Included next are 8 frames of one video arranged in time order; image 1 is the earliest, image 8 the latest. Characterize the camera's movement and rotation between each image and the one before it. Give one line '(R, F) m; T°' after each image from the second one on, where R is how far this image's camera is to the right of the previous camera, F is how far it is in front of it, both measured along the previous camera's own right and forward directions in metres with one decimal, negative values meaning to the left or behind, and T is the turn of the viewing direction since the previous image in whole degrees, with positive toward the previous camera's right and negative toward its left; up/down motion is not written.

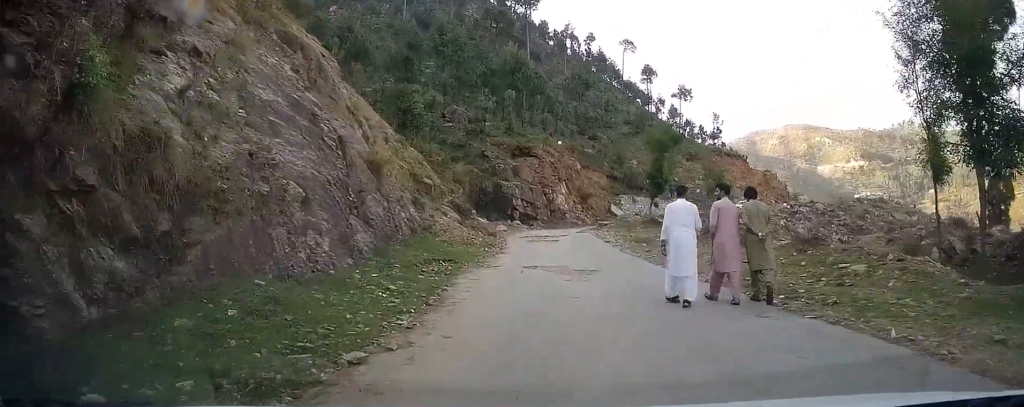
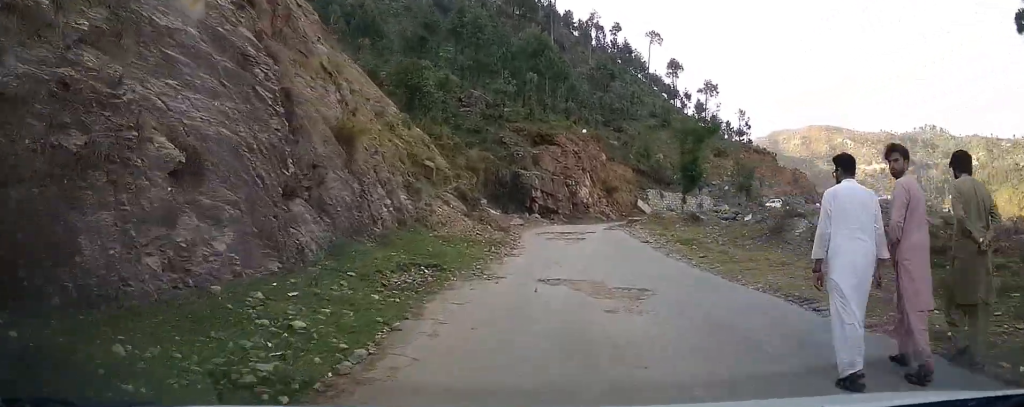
(0.0, +4.4) m; 0°
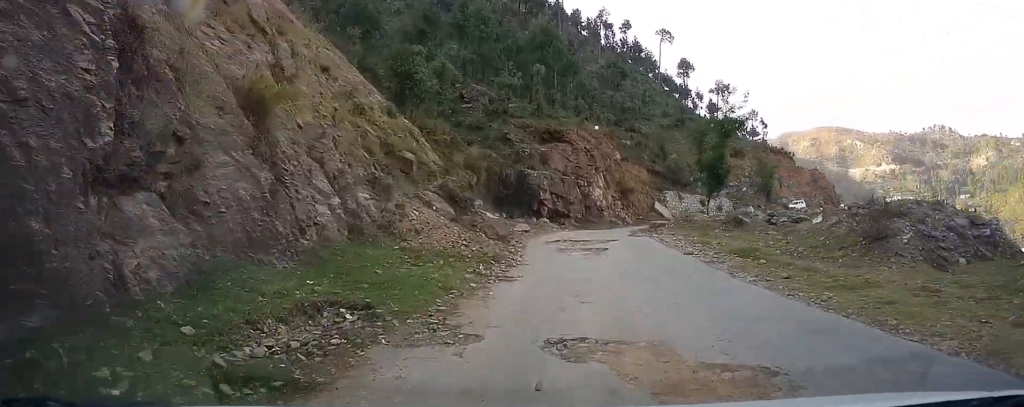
(0.0, +4.6) m; 0°
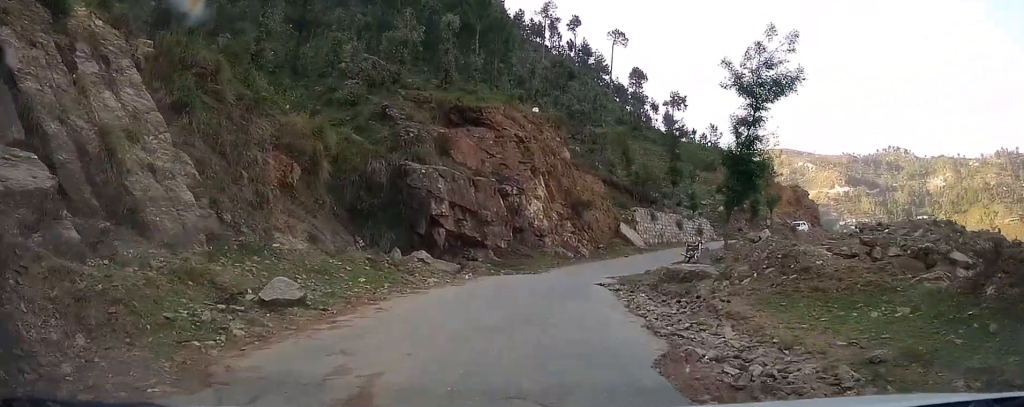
(+0.5, +17.6) m; +3°
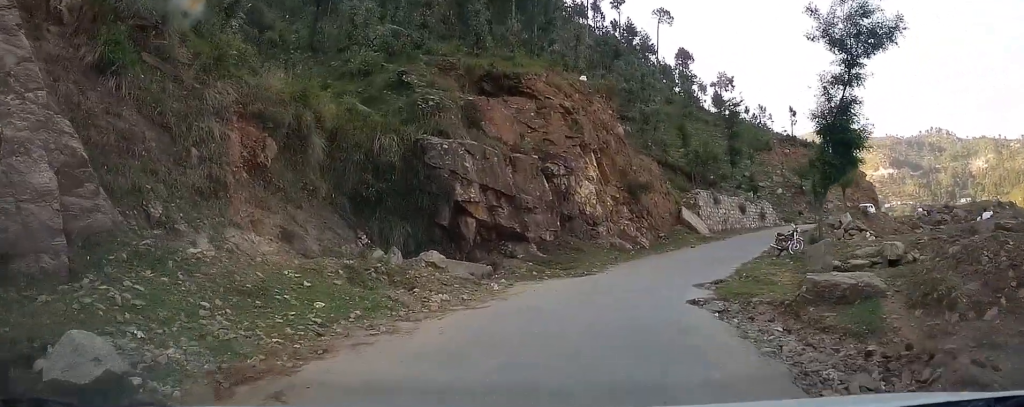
(-0.2, +4.6) m; -8°
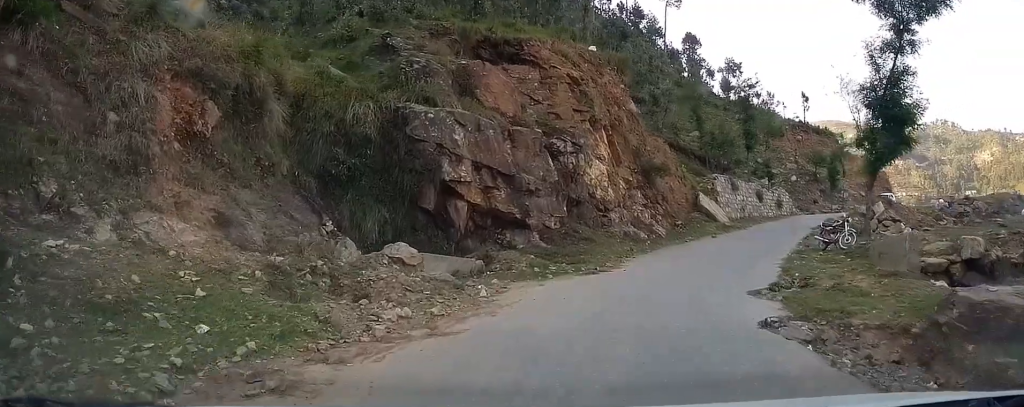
(-0.2, +3.3) m; +2°
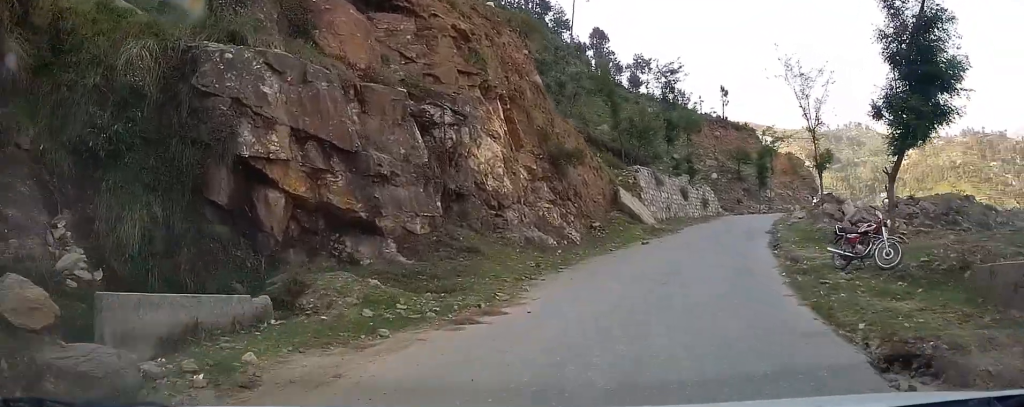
(+0.2, +6.9) m; +9°
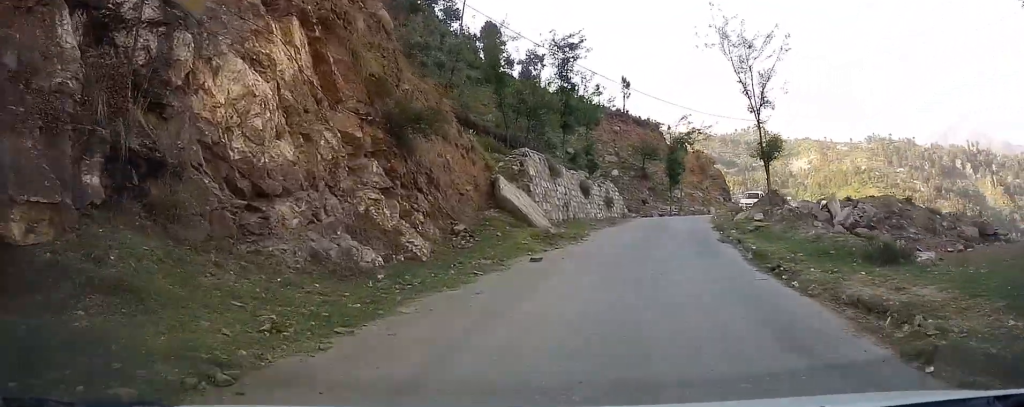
(+1.0, +9.0) m; +12°
